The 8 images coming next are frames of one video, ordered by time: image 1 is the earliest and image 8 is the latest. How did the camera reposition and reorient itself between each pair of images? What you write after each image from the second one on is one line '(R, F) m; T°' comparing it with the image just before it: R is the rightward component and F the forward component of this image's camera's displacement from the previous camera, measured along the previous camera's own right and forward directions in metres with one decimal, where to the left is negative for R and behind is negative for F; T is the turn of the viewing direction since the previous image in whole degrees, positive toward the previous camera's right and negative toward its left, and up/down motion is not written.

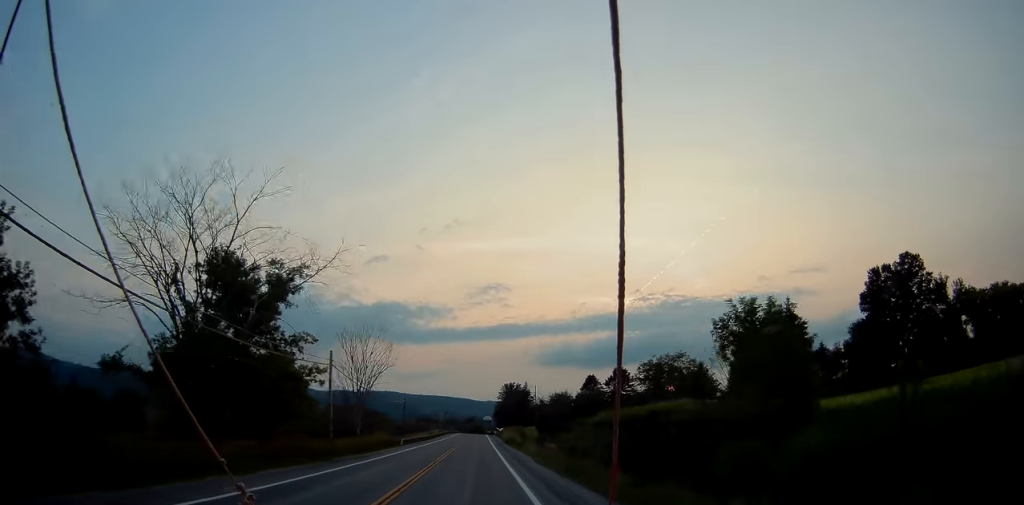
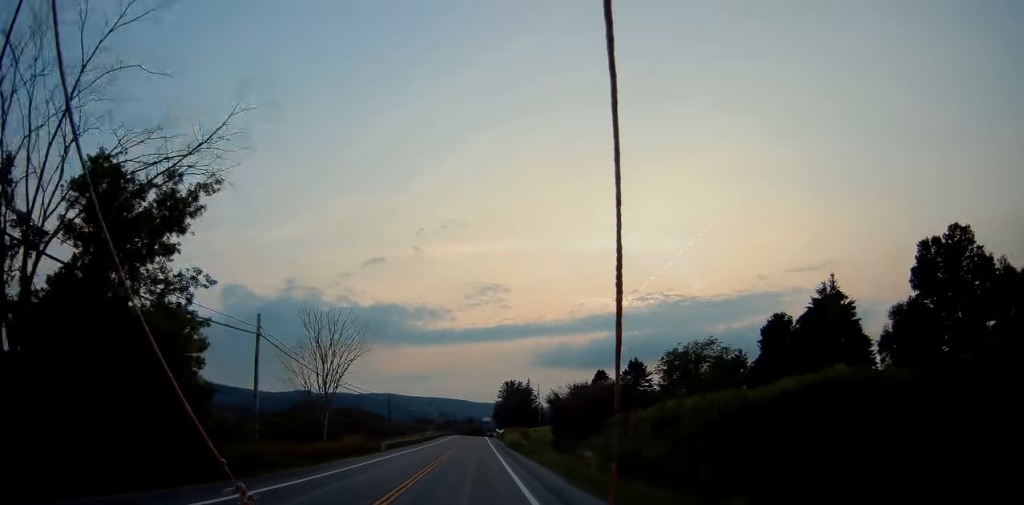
(+0.1, +12.9) m; 0°
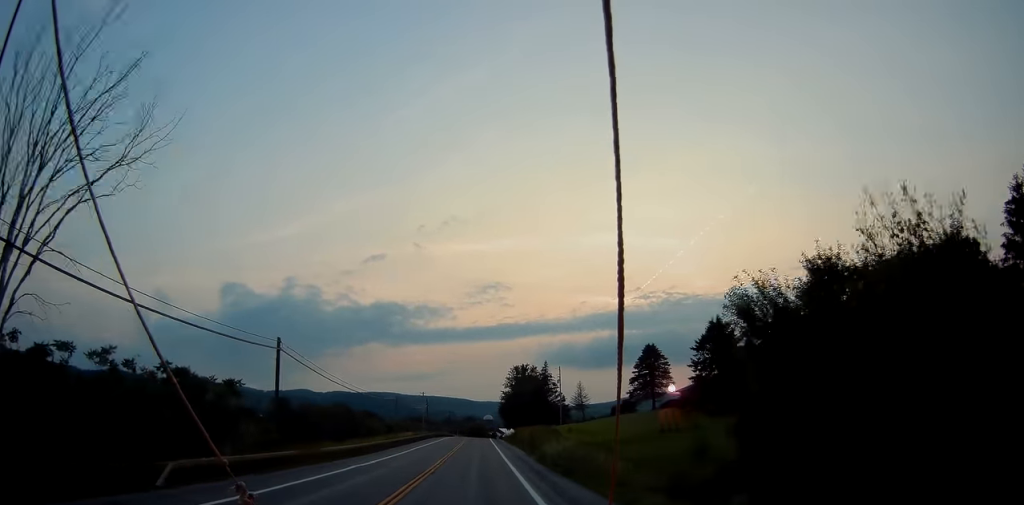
(0.0, +36.6) m; 0°
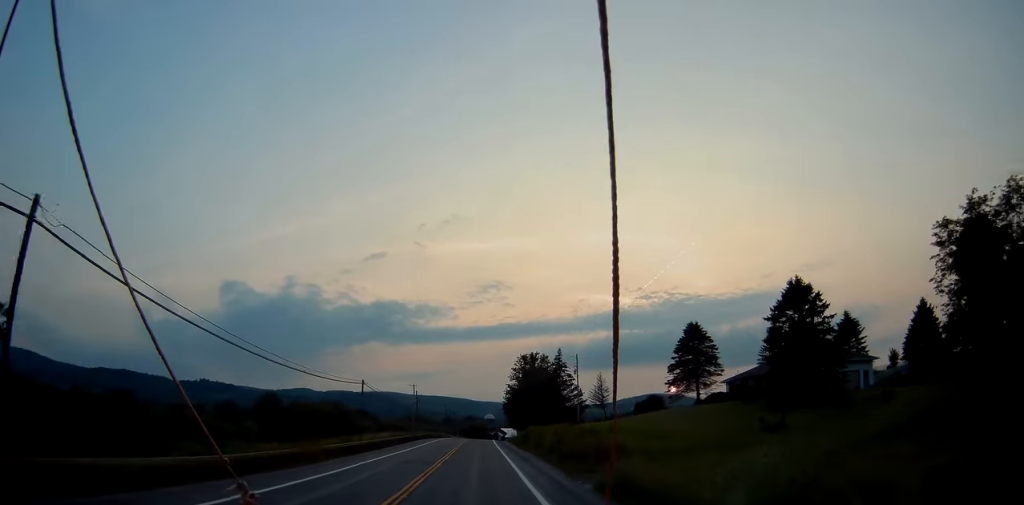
(0.0, +18.7) m; 0°
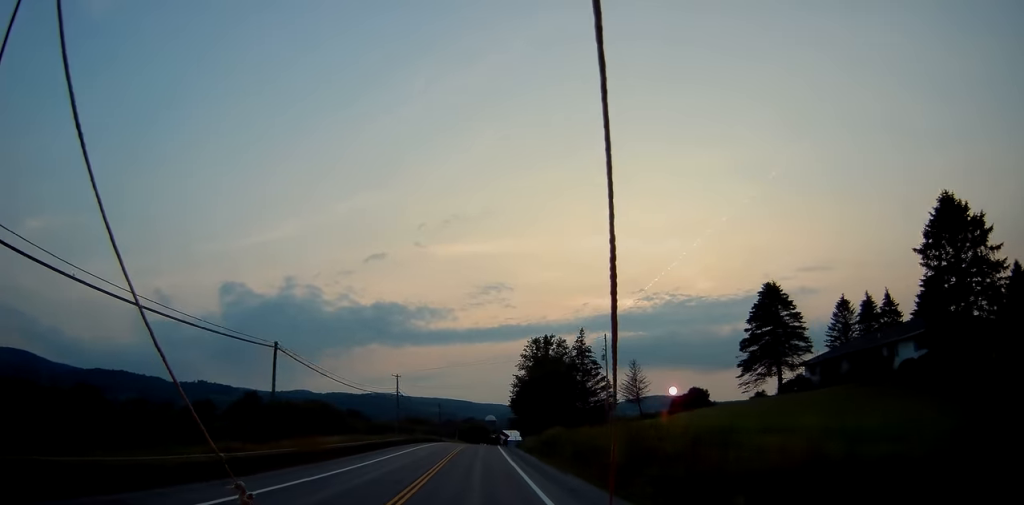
(0.0, +21.1) m; 0°
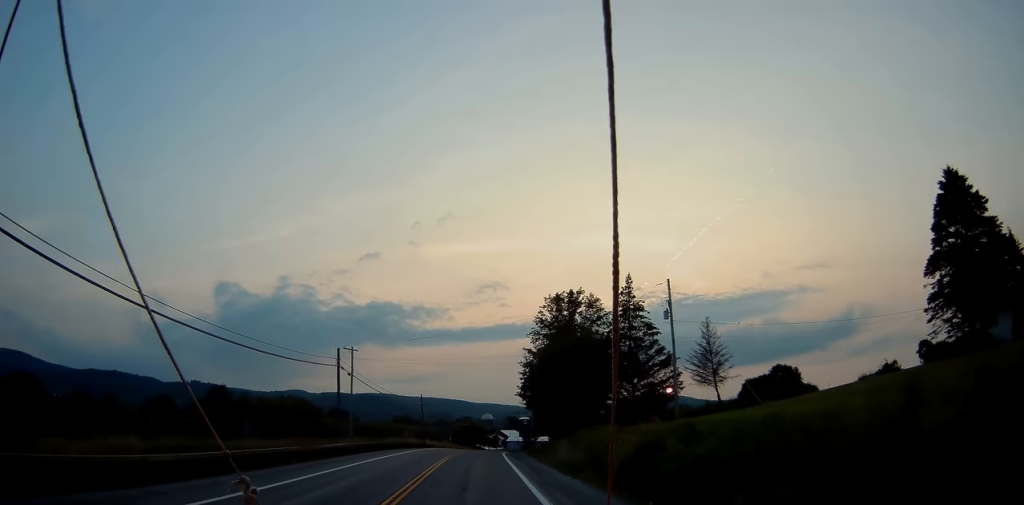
(-0.2, +26.8) m; -1°
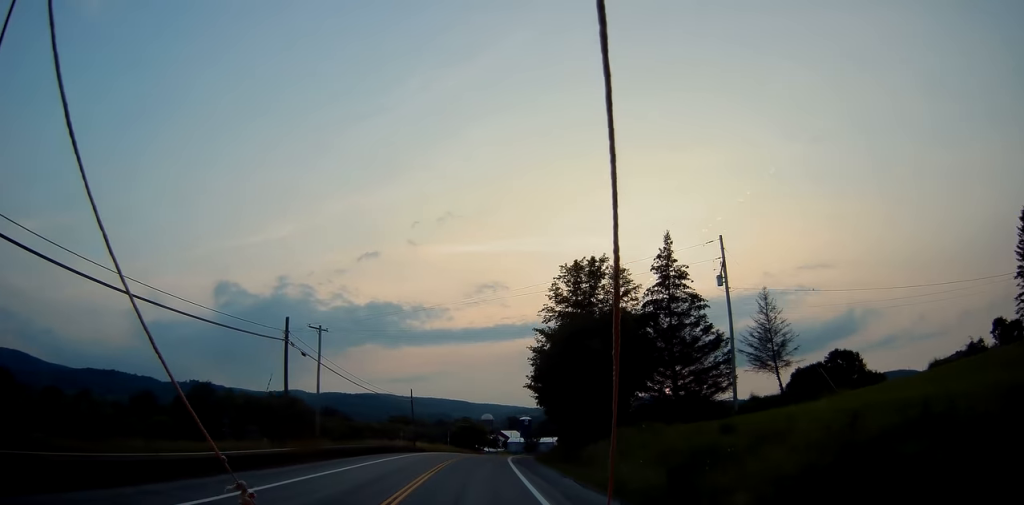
(-0.2, +11.4) m; 0°
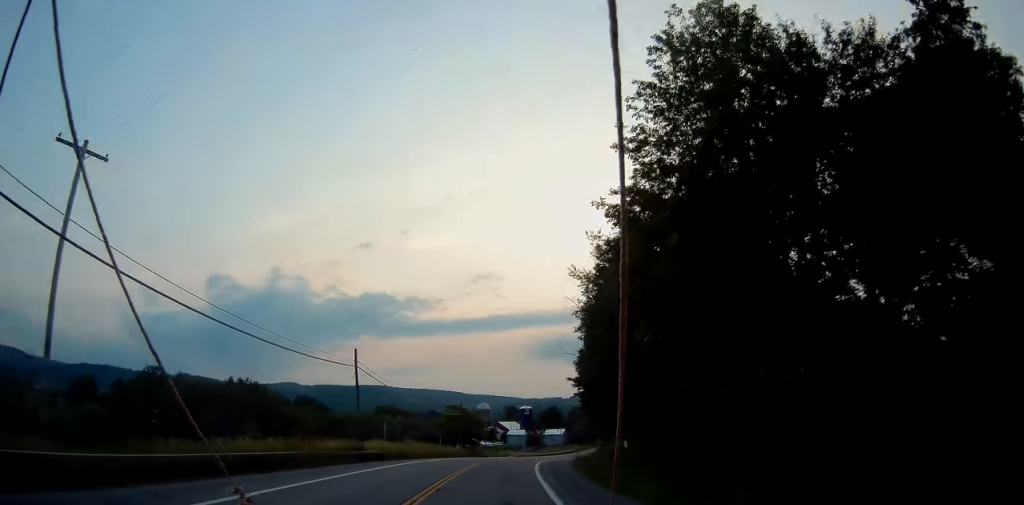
(+0.6, +29.6) m; +3°
